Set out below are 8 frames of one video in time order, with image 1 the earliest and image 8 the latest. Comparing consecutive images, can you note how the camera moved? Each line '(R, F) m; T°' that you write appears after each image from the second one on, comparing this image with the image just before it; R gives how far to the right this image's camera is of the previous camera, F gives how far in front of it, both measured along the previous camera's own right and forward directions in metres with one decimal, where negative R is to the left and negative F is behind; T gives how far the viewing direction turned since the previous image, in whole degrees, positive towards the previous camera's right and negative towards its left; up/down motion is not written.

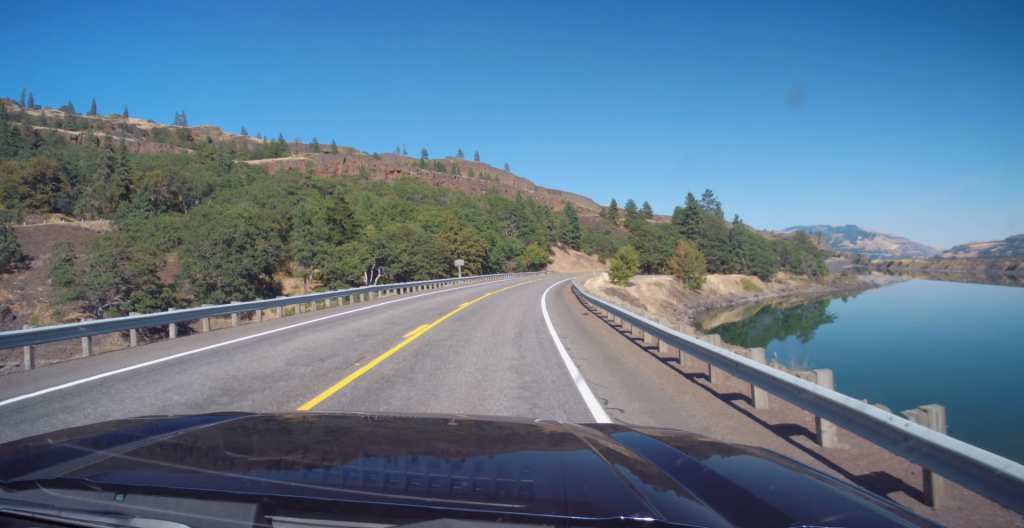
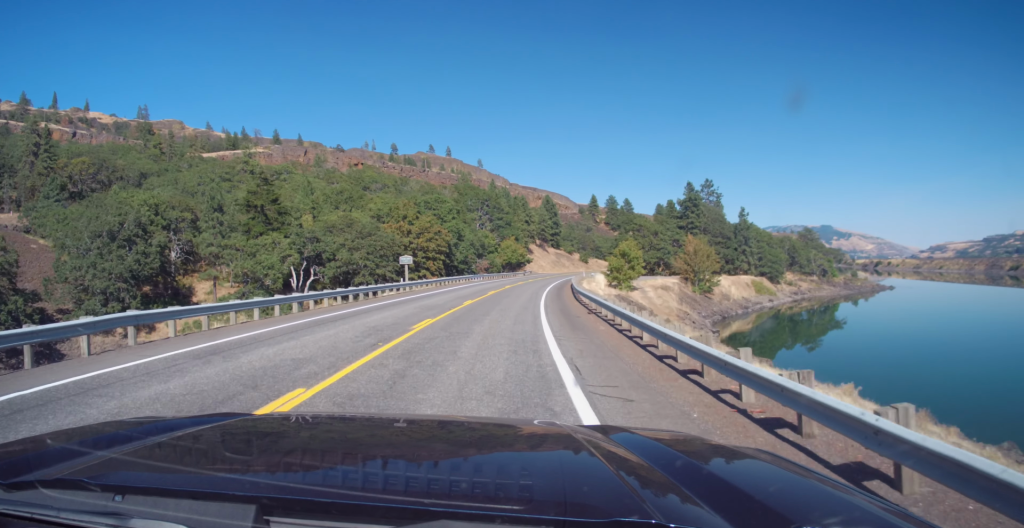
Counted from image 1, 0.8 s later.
(-0.1, +22.4) m; +2°
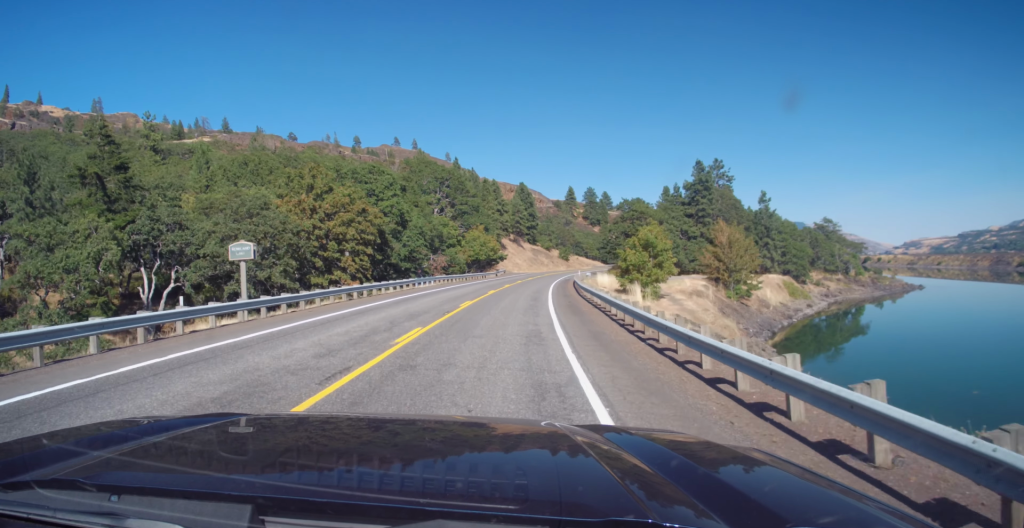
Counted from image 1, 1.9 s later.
(+1.2, +27.8) m; +2°
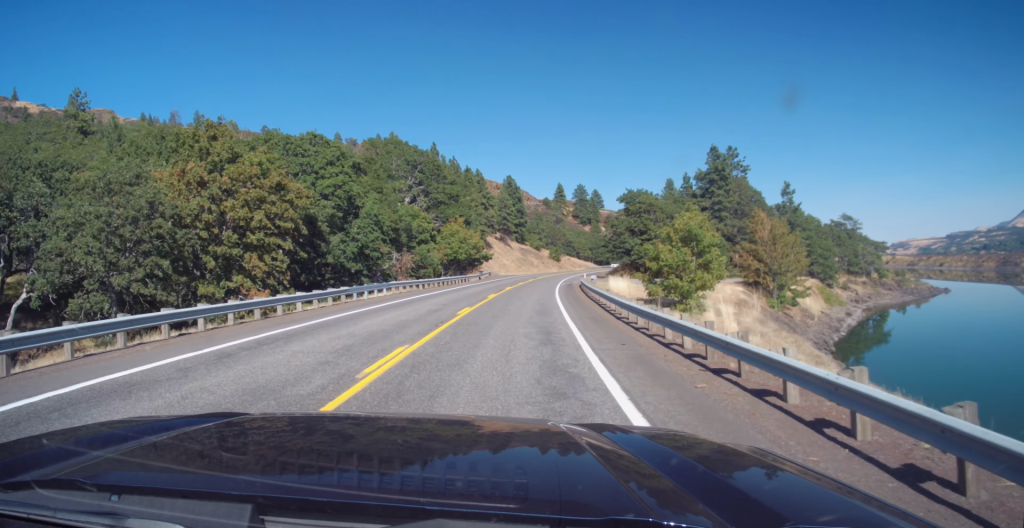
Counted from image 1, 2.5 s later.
(-0.1, +17.0) m; +1°
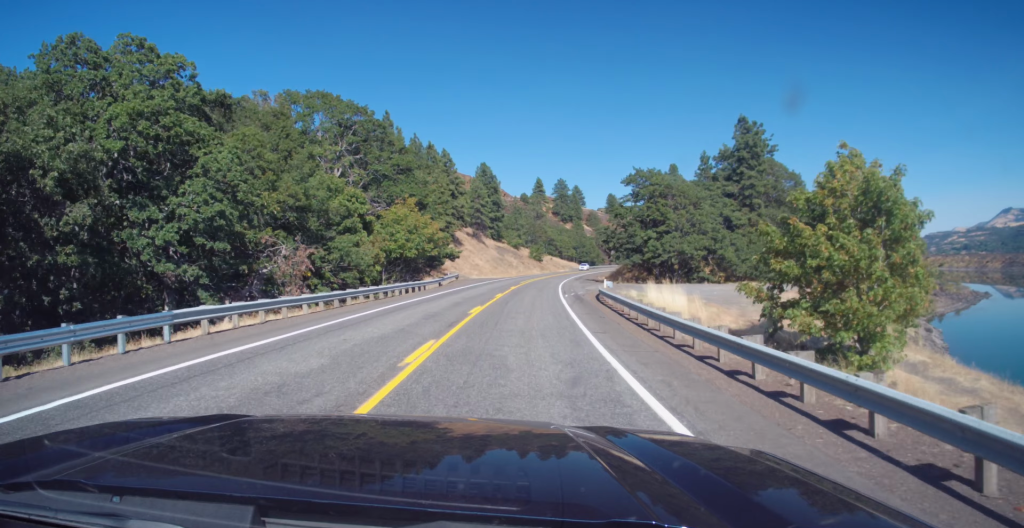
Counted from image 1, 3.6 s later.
(+0.5, +22.9) m; +2°
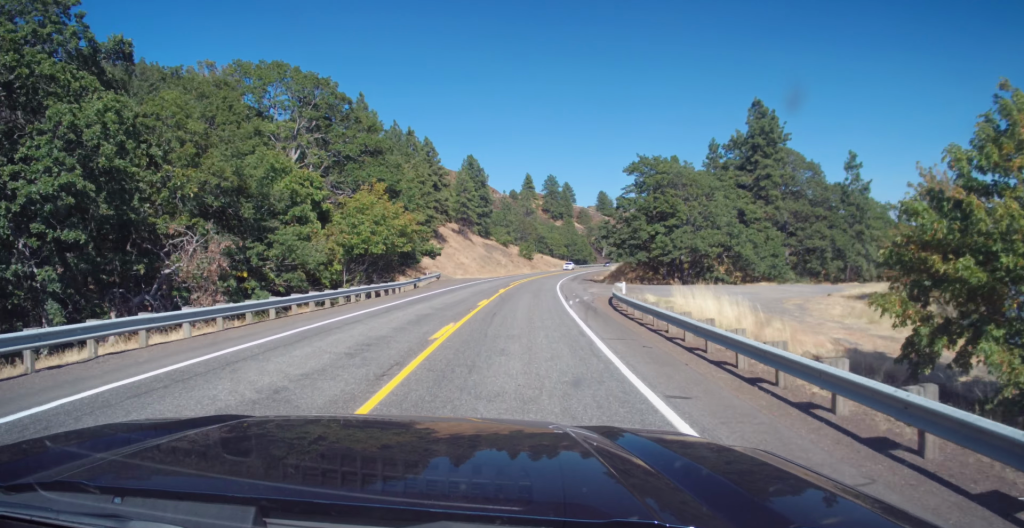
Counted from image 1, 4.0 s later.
(+0.1, +8.7) m; +1°
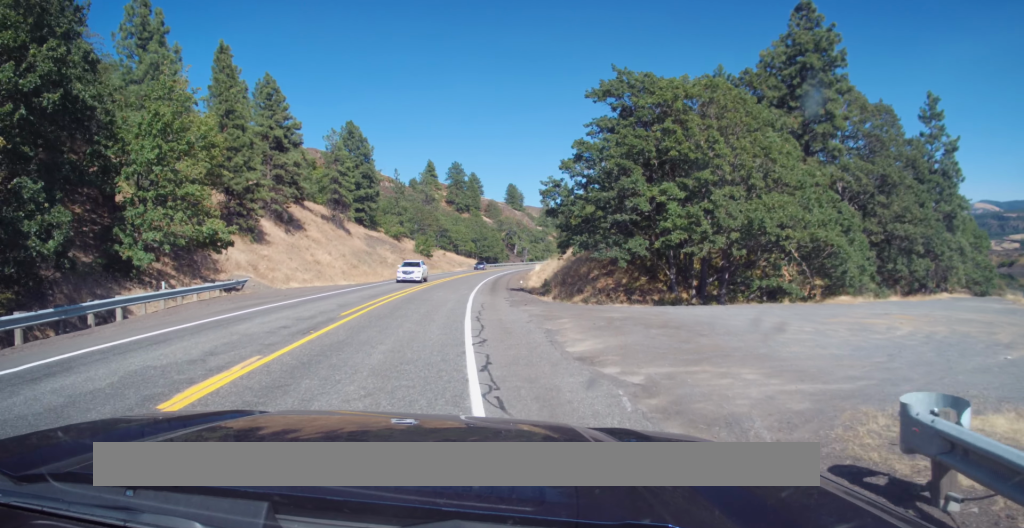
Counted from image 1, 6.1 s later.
(+2.3, +33.6) m; +11°
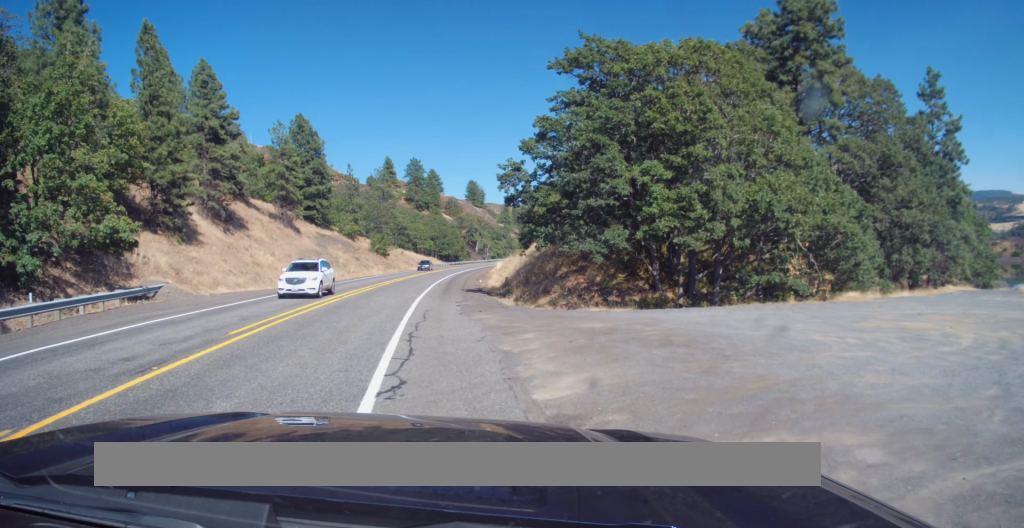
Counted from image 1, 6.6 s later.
(+0.2, +6.1) m; +4°
